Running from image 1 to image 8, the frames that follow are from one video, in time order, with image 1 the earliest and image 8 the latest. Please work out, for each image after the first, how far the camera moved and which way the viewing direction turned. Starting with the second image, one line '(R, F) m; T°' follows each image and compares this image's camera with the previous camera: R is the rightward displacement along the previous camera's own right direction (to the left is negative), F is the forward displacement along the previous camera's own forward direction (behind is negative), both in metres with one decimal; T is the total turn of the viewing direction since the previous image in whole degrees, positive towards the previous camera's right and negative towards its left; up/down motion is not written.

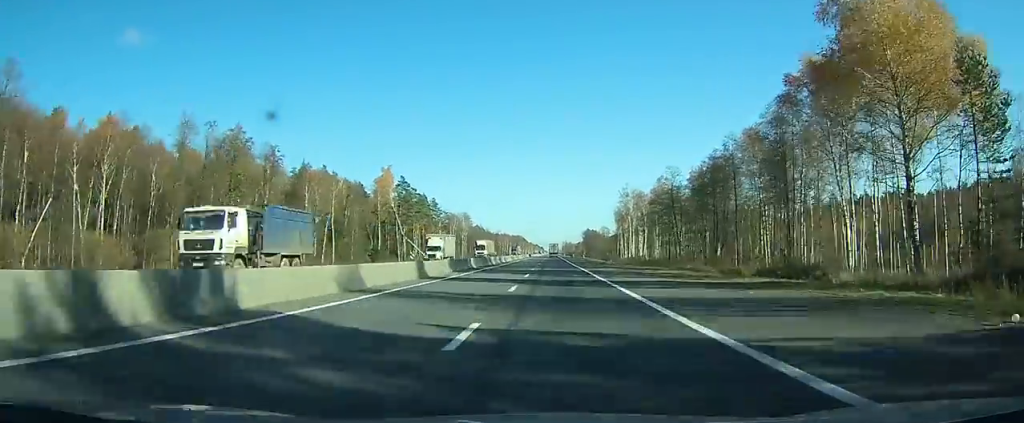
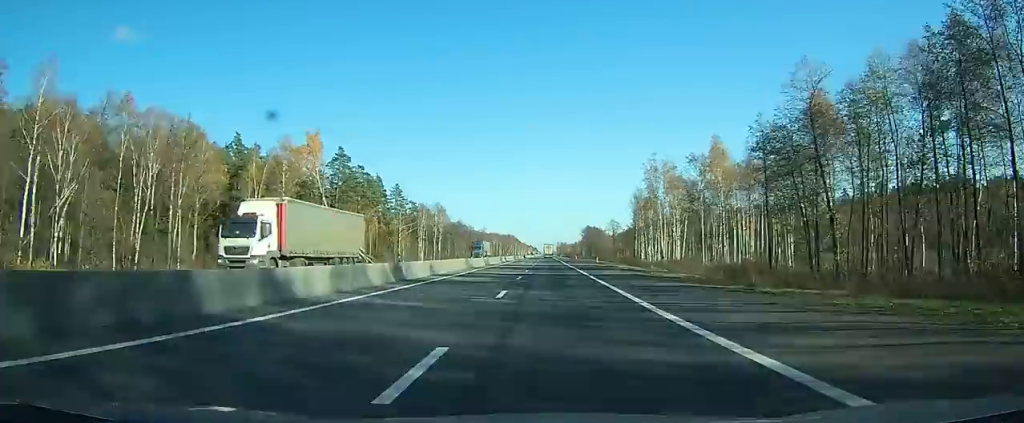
(-0.1, +52.6) m; 0°
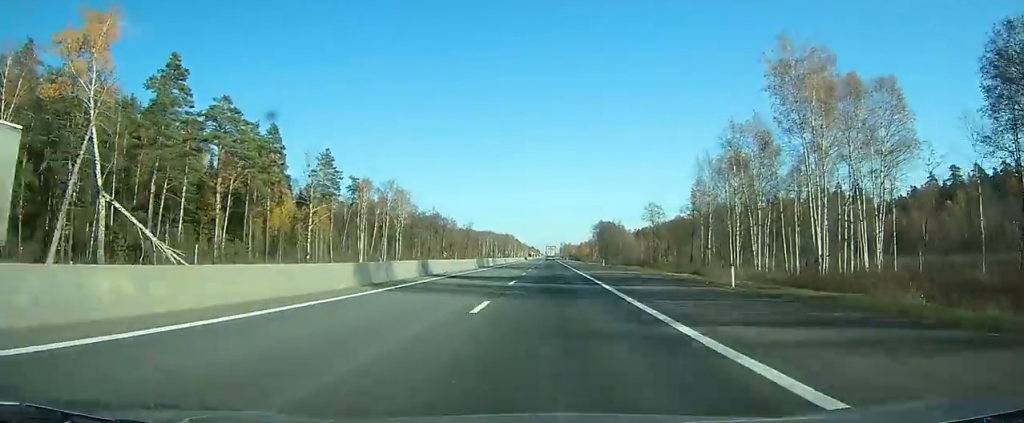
(+0.4, +65.4) m; +1°
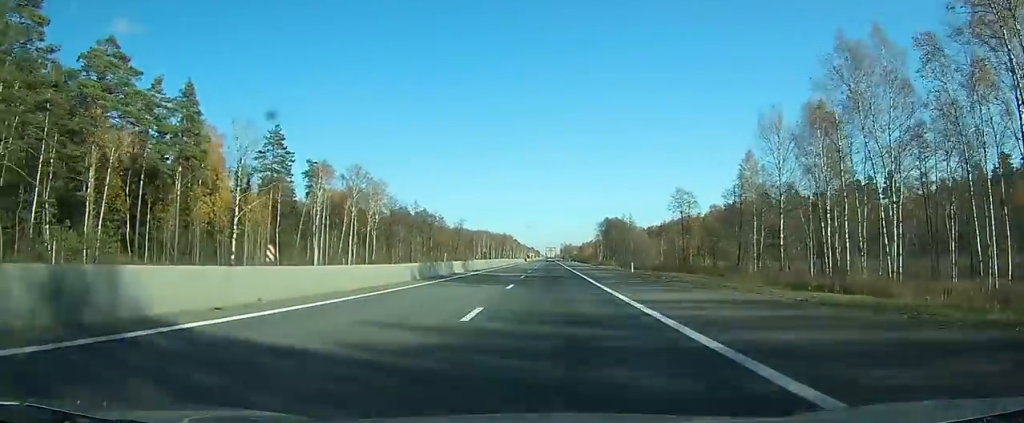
(0.0, +25.2) m; 0°
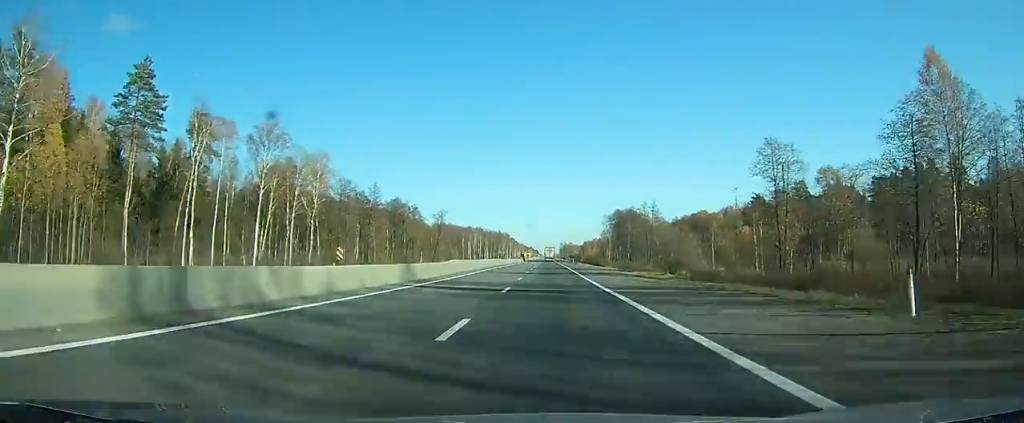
(0.0, +37.1) m; 0°
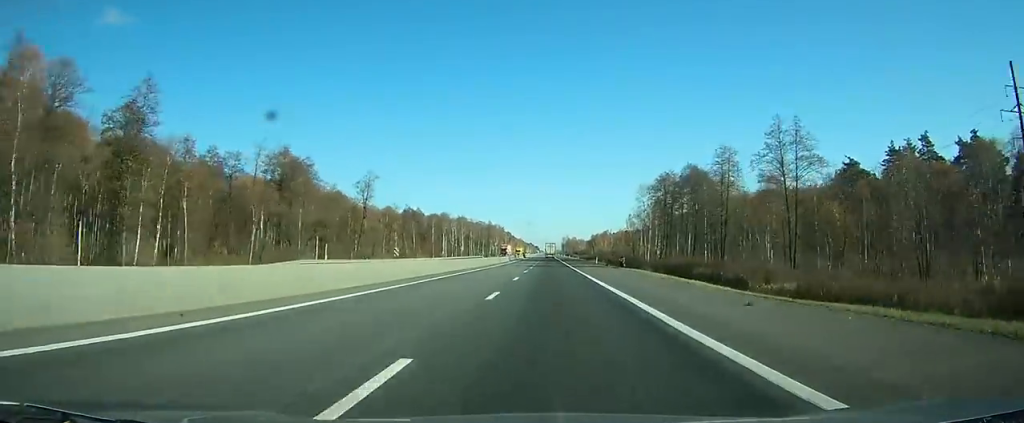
(-0.2, +74.9) m; 0°
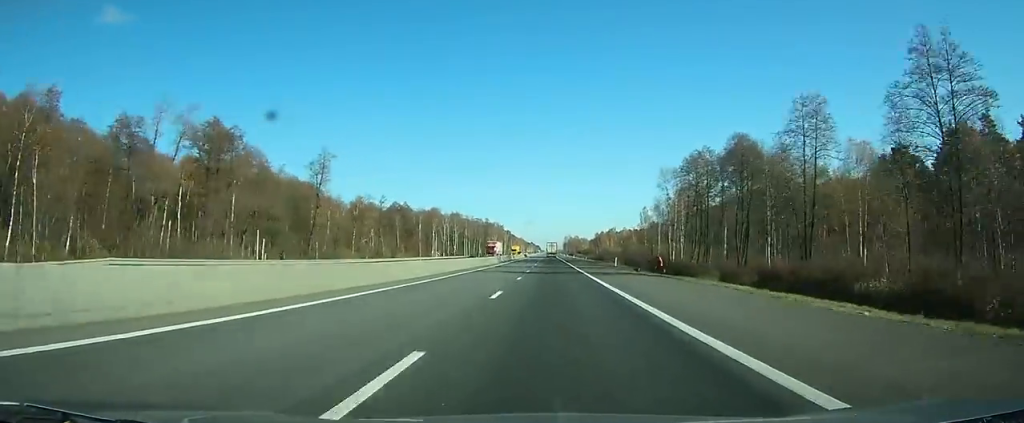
(+0.1, +24.5) m; 0°
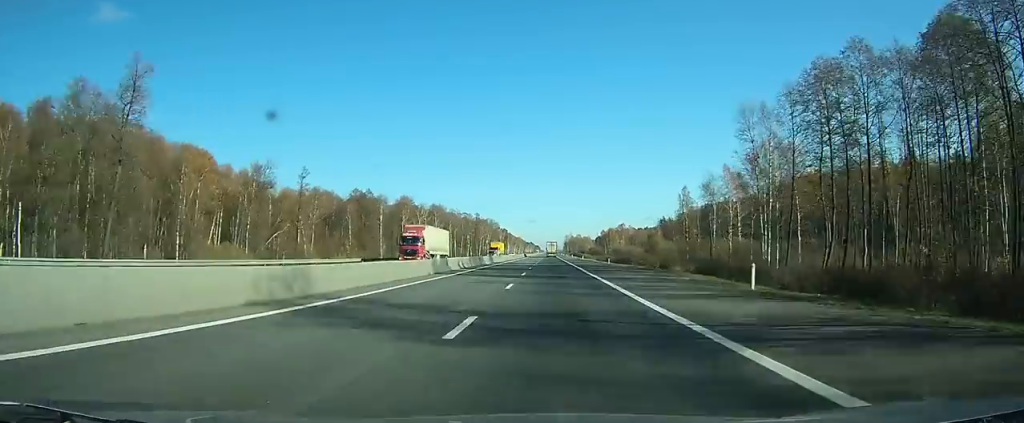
(-0.1, +45.6) m; 0°
